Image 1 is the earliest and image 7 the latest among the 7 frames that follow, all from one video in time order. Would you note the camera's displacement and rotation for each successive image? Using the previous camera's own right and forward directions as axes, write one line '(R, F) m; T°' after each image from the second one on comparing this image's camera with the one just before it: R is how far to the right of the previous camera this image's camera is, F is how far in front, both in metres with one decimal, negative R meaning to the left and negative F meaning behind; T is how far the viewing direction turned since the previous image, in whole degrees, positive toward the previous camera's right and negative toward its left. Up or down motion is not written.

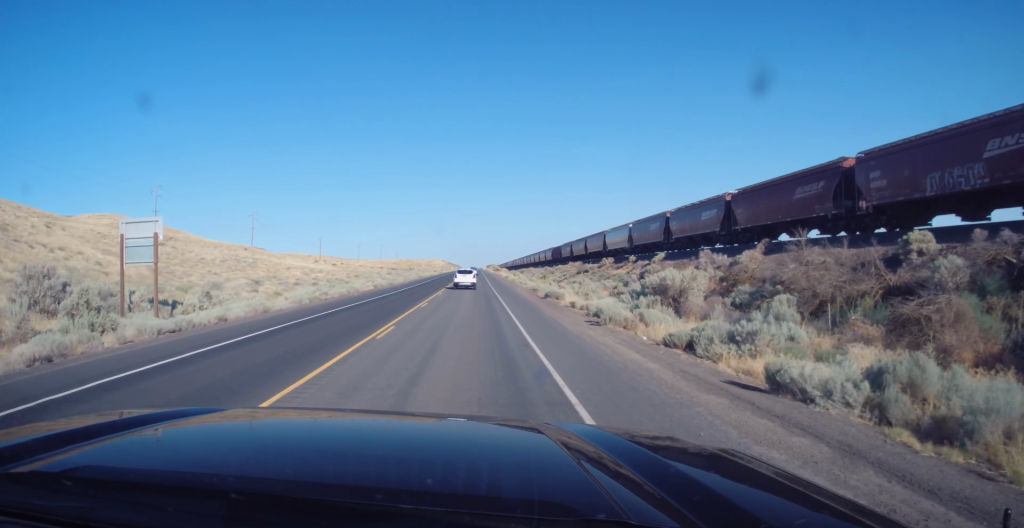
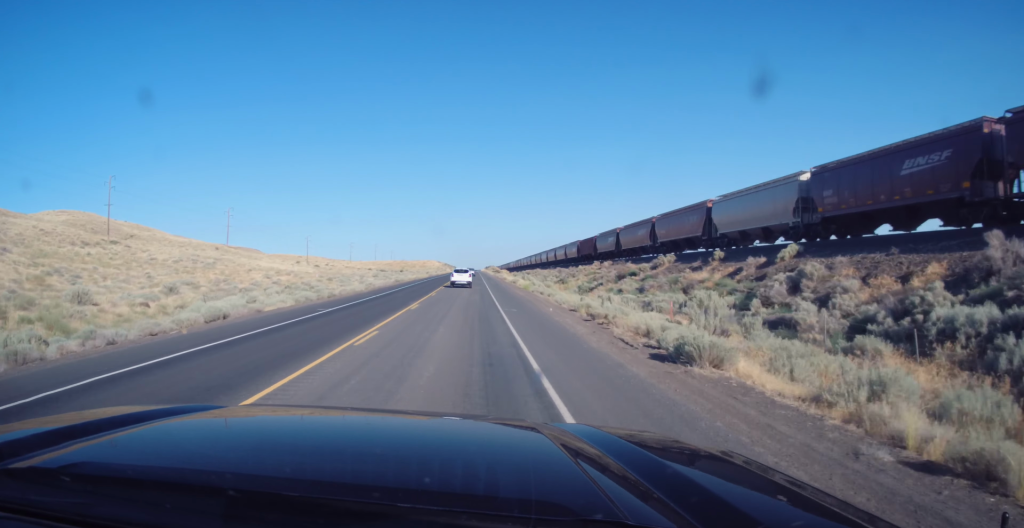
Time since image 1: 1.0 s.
(+0.2, +25.8) m; +1°
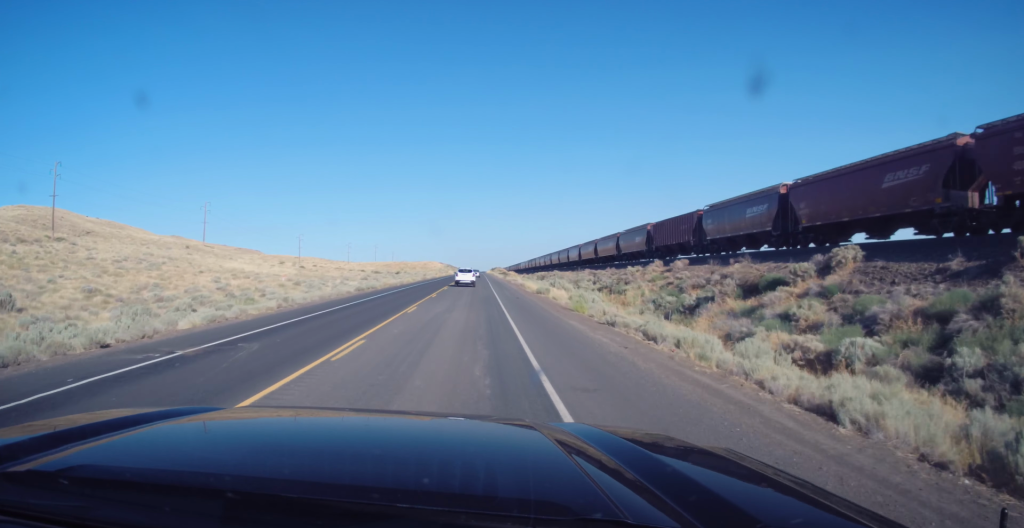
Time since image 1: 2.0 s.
(+0.1, +26.5) m; -1°
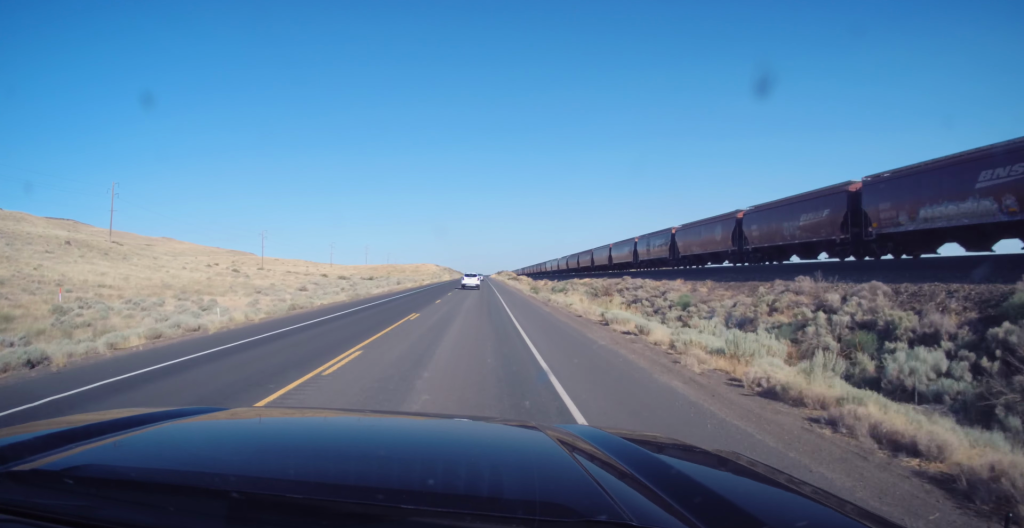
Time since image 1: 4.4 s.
(-0.1, +62.2) m; +1°
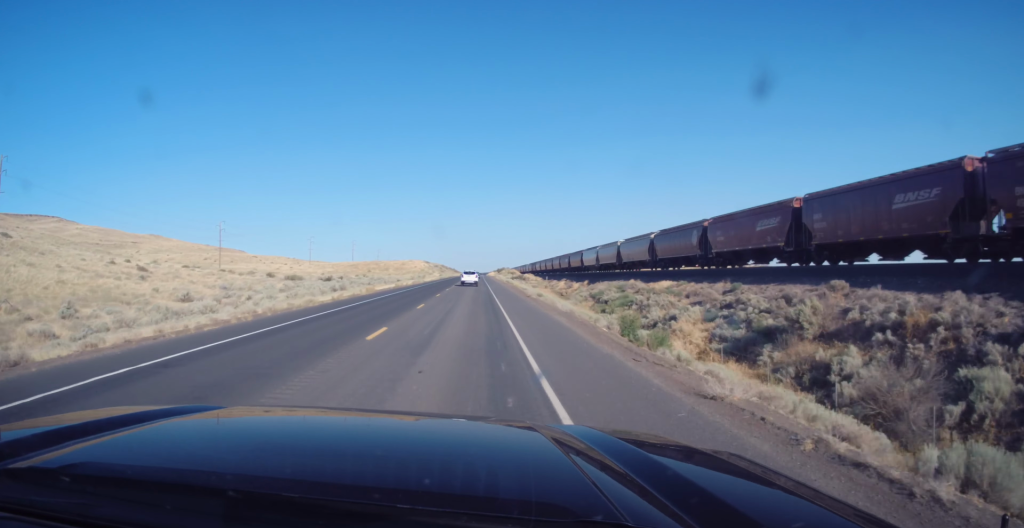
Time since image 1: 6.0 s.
(-0.7, +43.0) m; -1°
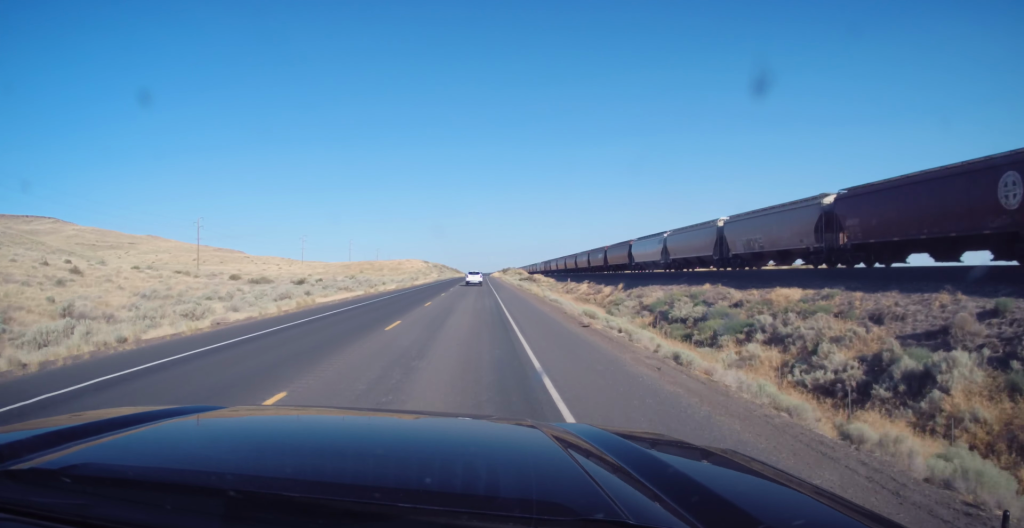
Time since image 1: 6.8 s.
(-0.1, +21.7) m; 0°
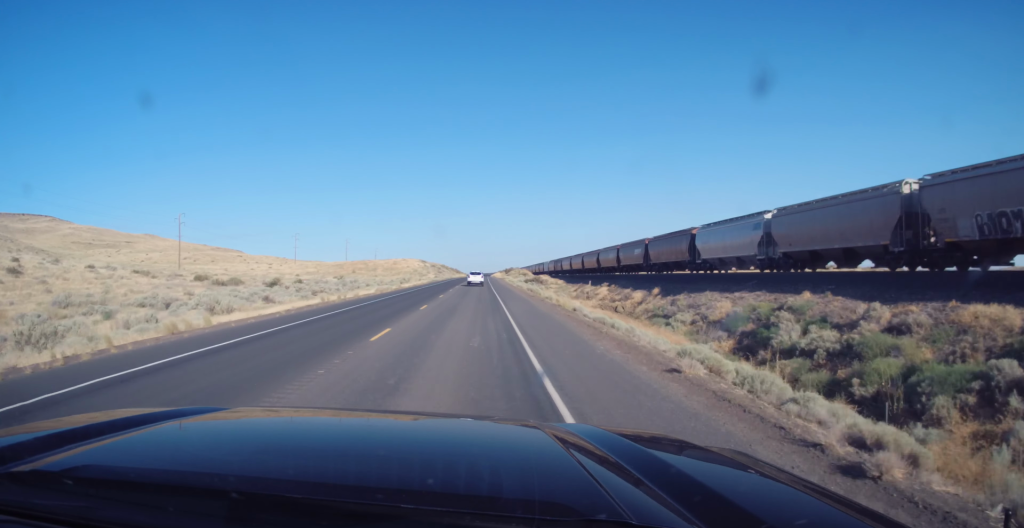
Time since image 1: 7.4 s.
(-0.1, +15.0) m; 0°
